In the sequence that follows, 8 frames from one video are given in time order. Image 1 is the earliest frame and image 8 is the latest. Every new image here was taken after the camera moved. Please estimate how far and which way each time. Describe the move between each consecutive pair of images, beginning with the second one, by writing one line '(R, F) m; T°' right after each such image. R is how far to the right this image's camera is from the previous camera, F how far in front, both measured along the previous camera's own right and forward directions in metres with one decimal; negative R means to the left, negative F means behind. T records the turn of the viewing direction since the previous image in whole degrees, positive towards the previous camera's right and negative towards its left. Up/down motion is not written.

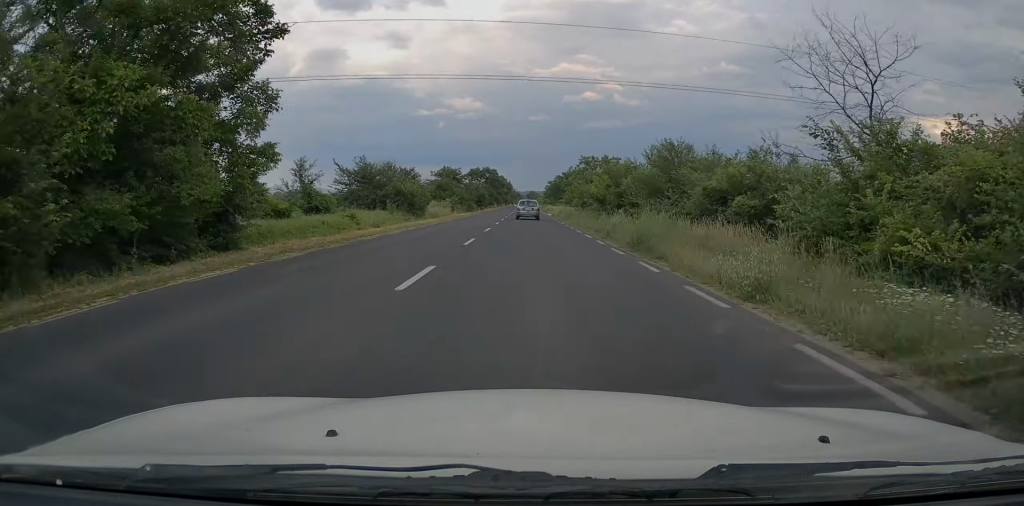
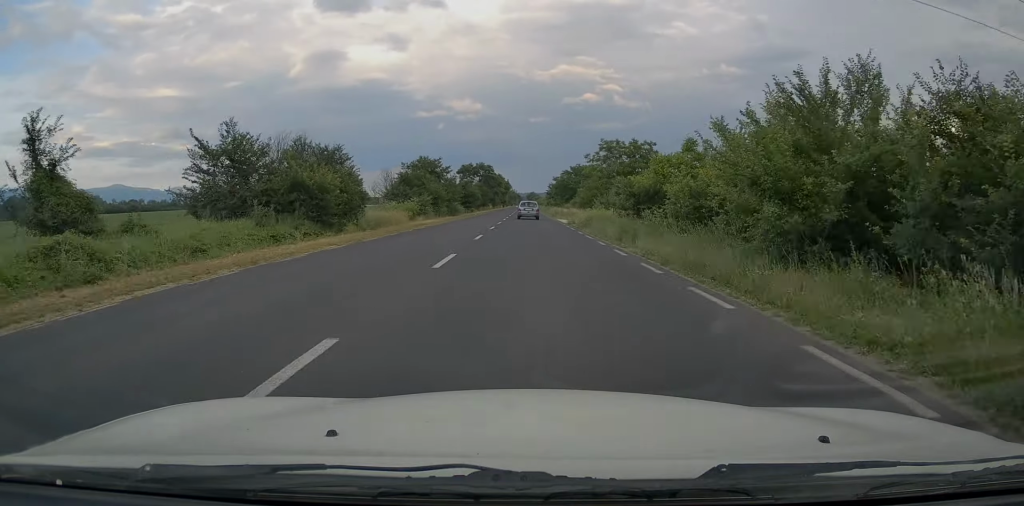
(-0.3, +23.7) m; 0°
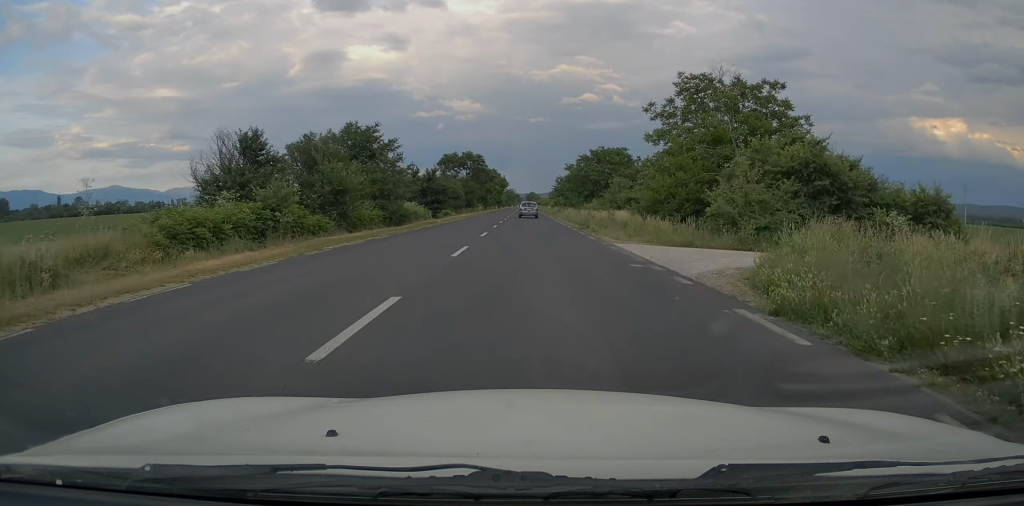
(+0.3, +33.5) m; 0°
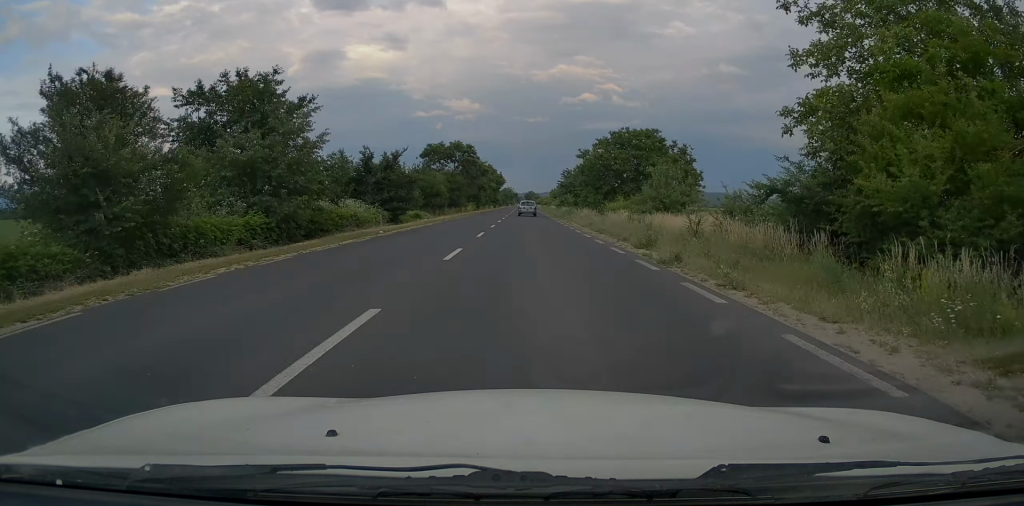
(-0.3, +18.8) m; 0°
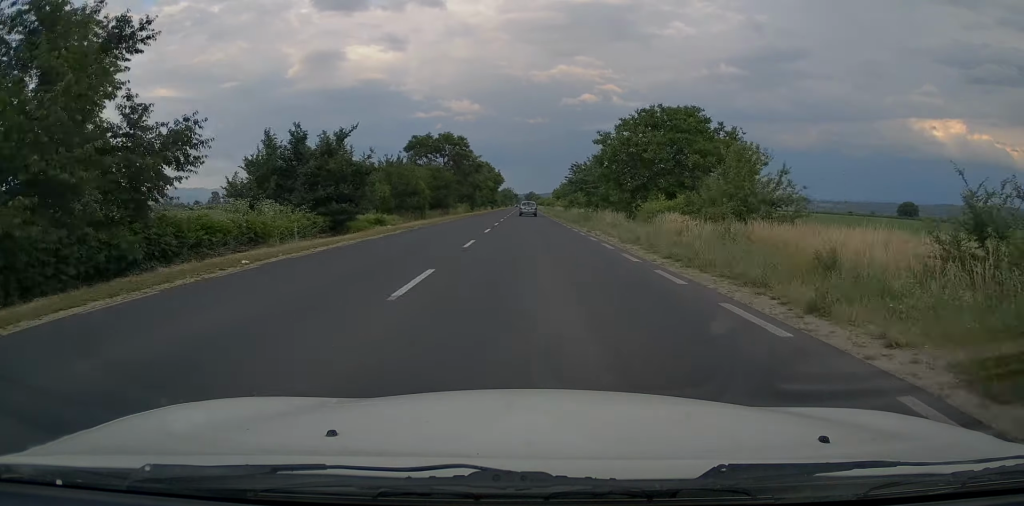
(+0.2, +13.8) m; 0°
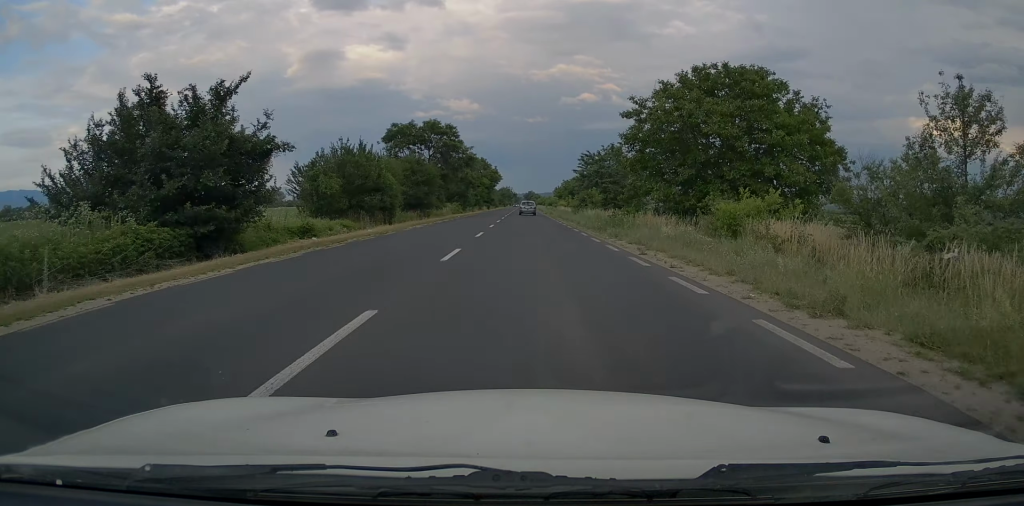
(+0.1, +13.0) m; 0°
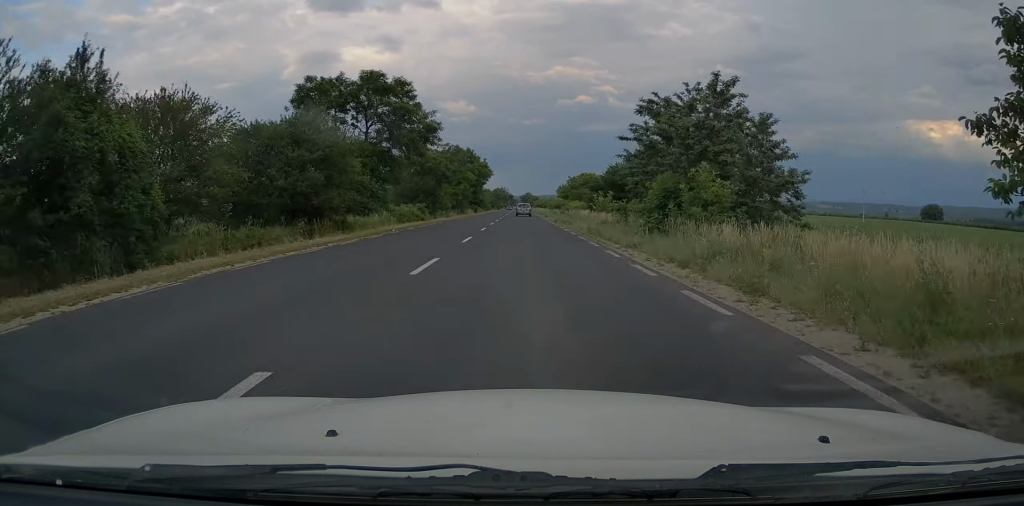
(-0.2, +29.1) m; 0°
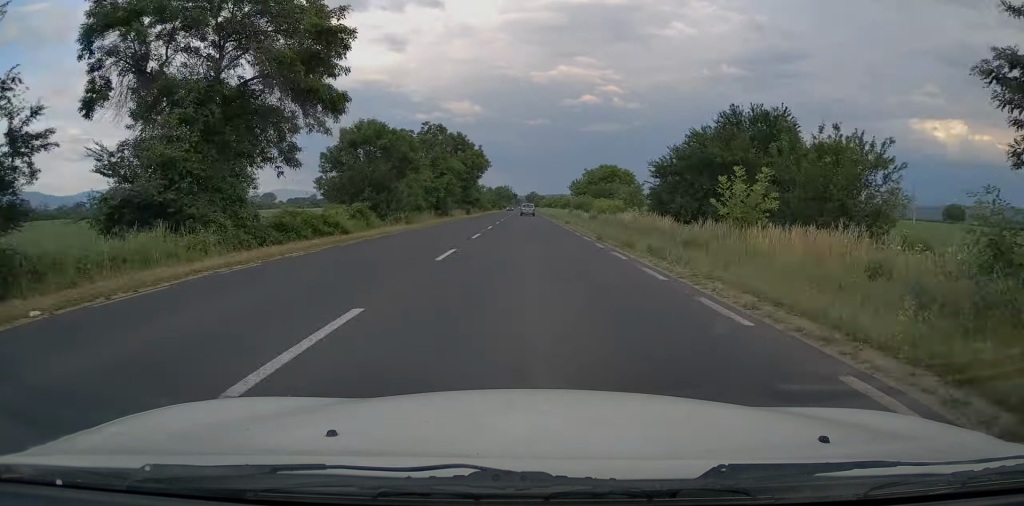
(+0.1, +24.3) m; 0°
